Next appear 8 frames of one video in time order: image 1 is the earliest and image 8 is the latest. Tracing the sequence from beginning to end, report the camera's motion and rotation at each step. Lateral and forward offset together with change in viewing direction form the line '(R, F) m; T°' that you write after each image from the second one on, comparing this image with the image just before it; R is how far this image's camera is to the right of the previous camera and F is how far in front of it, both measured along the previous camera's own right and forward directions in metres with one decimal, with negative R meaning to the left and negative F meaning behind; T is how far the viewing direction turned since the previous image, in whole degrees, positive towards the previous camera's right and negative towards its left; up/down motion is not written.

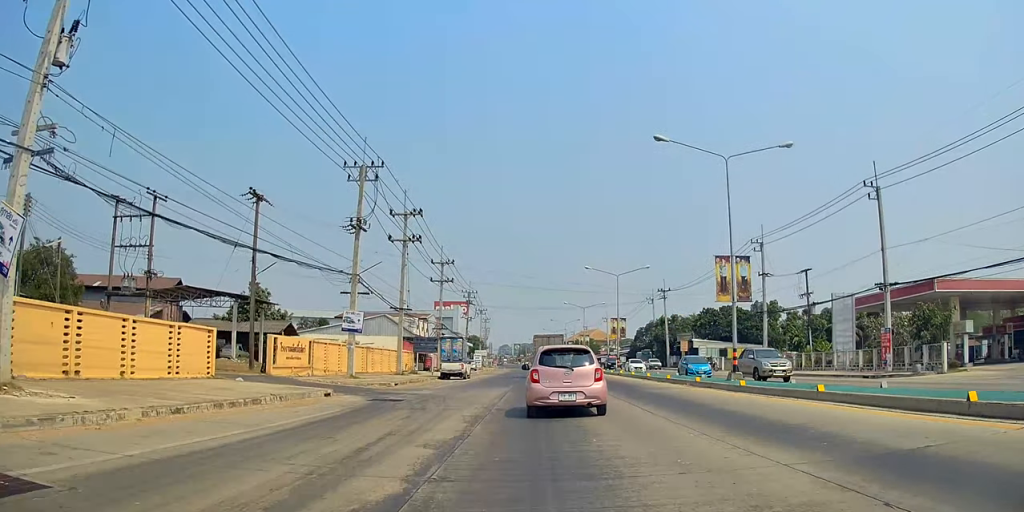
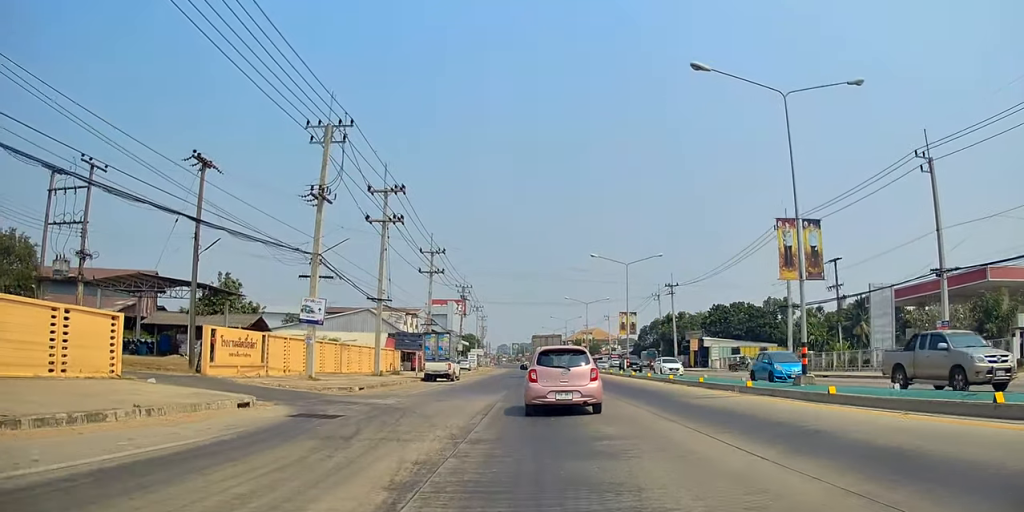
(0.0, +6.8) m; 0°
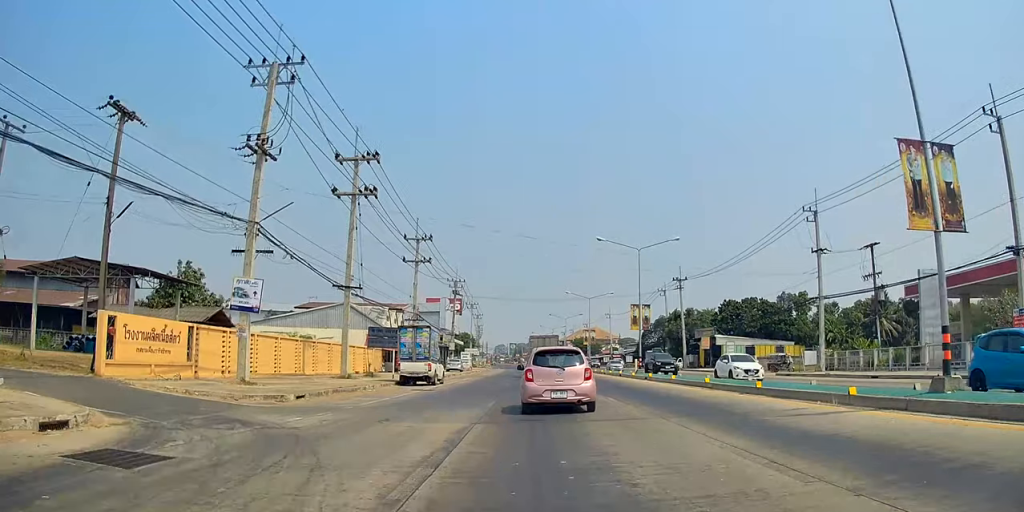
(0.0, +7.1) m; +1°
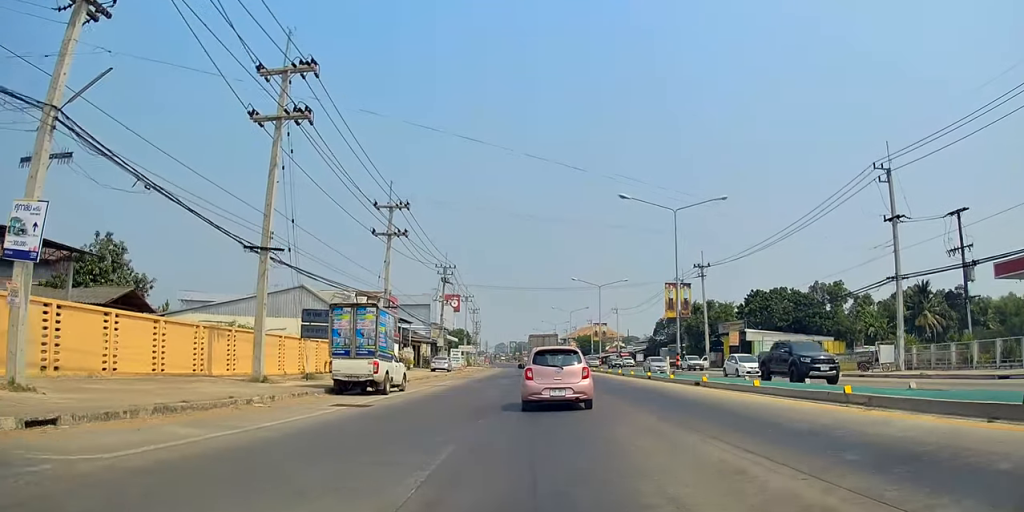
(+0.4, +11.6) m; +4°
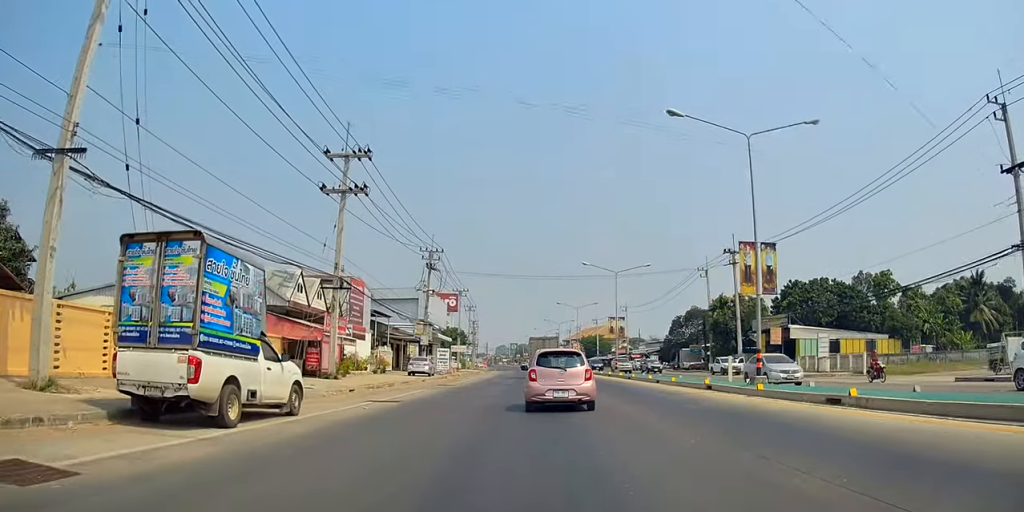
(+0.1, +11.9) m; 0°
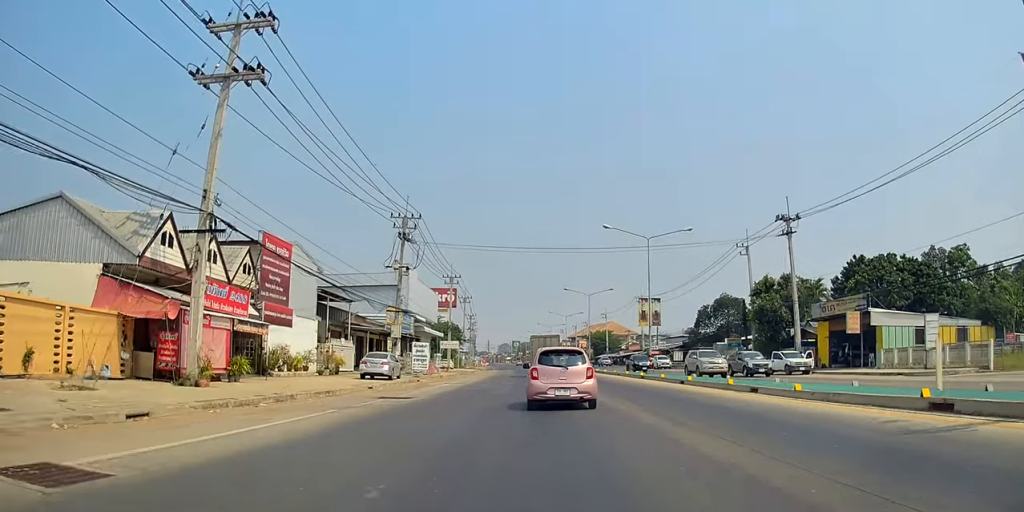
(+0.3, +14.2) m; -1°
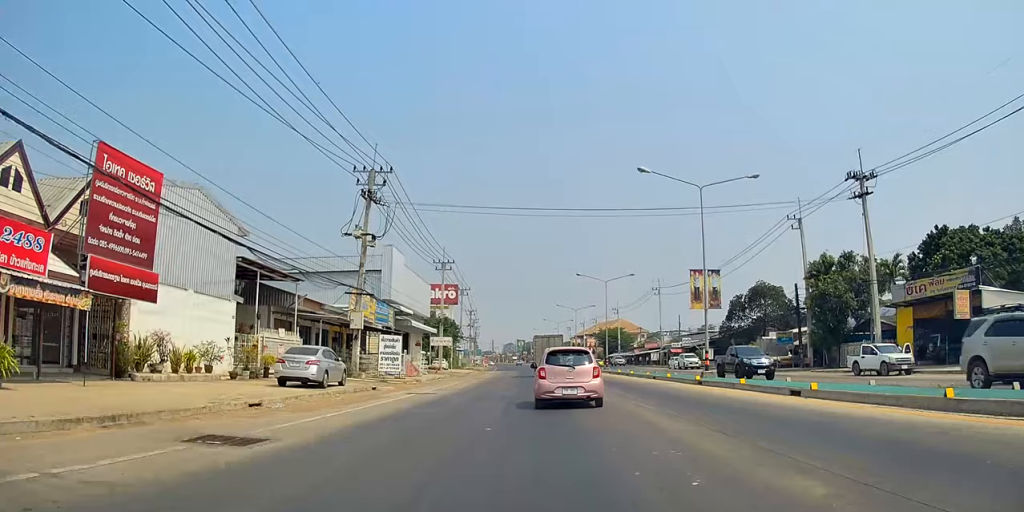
(-0.7, +12.7) m; -1°
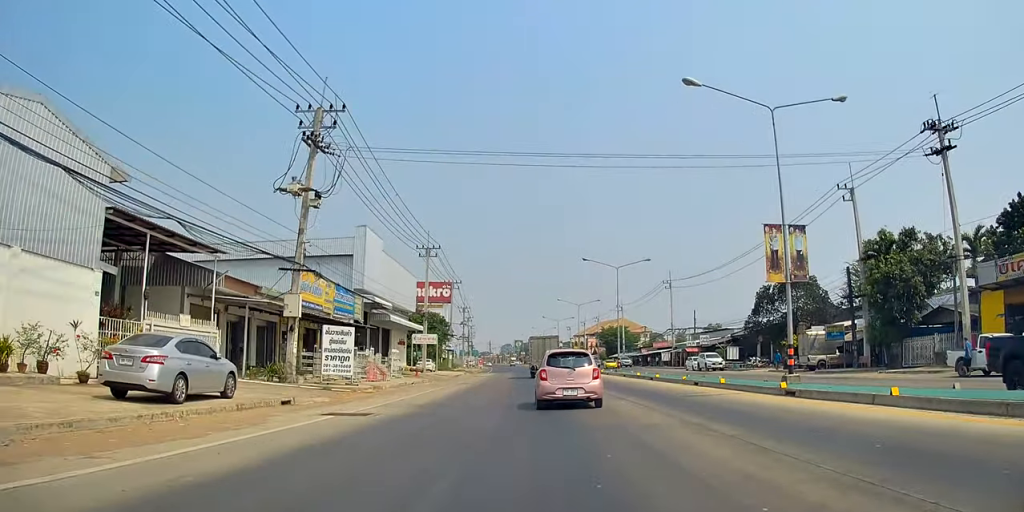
(+0.6, +9.7) m; 0°
